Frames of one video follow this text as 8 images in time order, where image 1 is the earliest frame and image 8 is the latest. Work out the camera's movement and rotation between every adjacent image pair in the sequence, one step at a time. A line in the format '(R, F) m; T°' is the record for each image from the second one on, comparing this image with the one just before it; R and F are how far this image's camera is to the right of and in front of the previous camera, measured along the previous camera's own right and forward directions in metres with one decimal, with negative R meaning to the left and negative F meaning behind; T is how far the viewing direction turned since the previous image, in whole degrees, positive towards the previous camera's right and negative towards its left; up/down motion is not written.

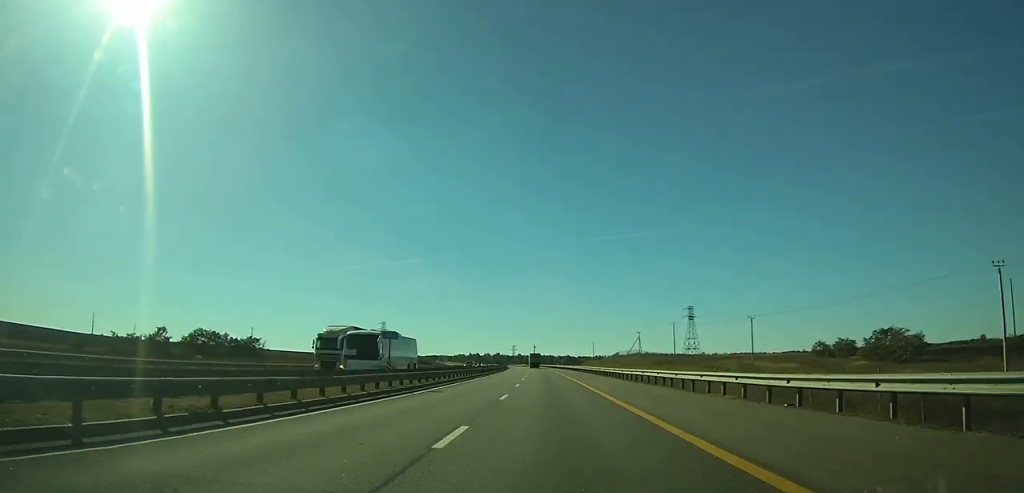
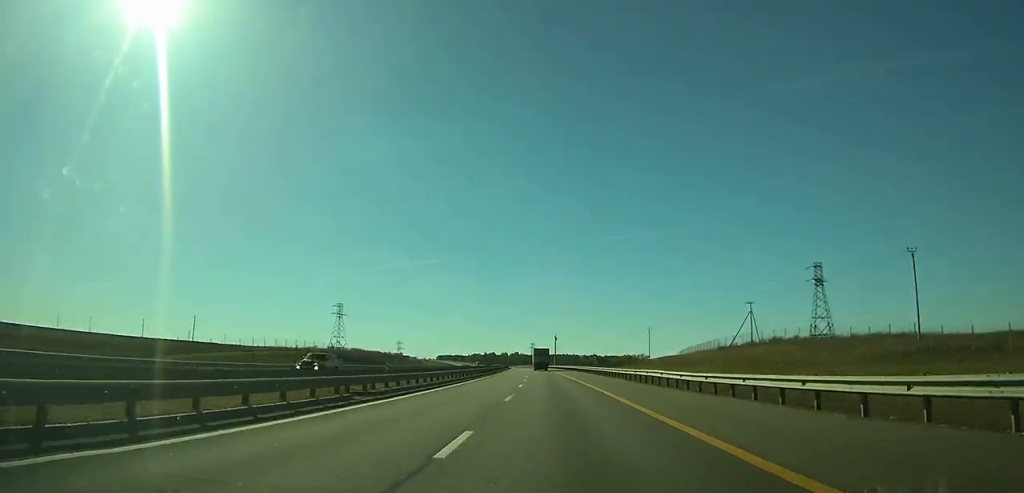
(-2.4, +95.6) m; -2°
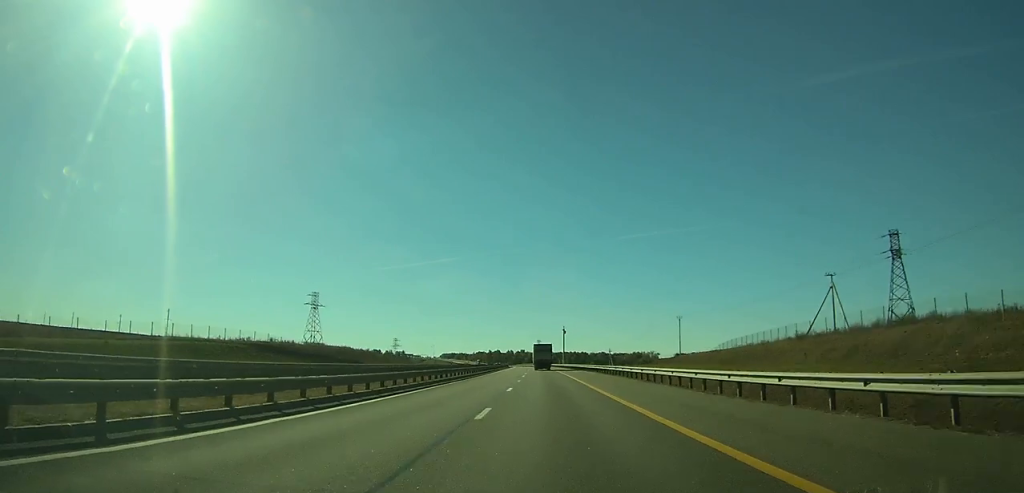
(+0.1, +30.4) m; -1°
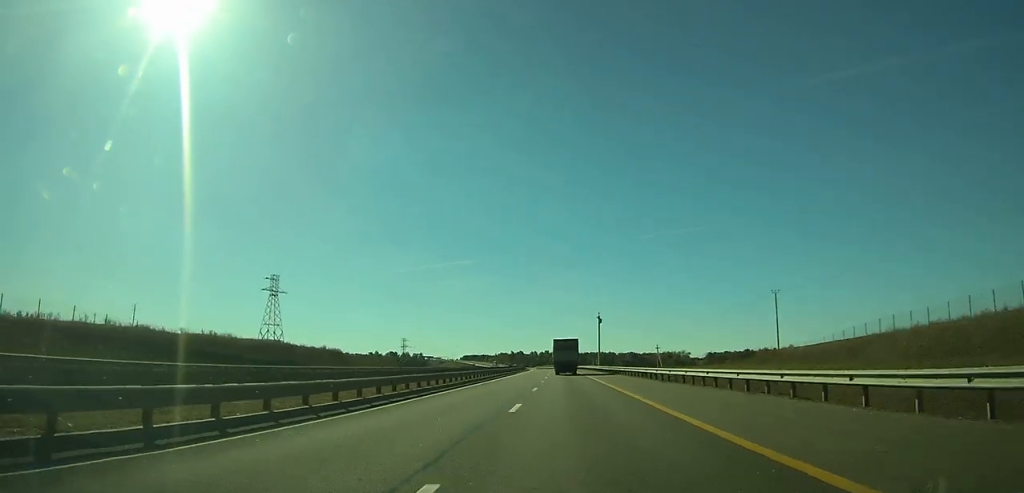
(-0.7, +45.6) m; -1°
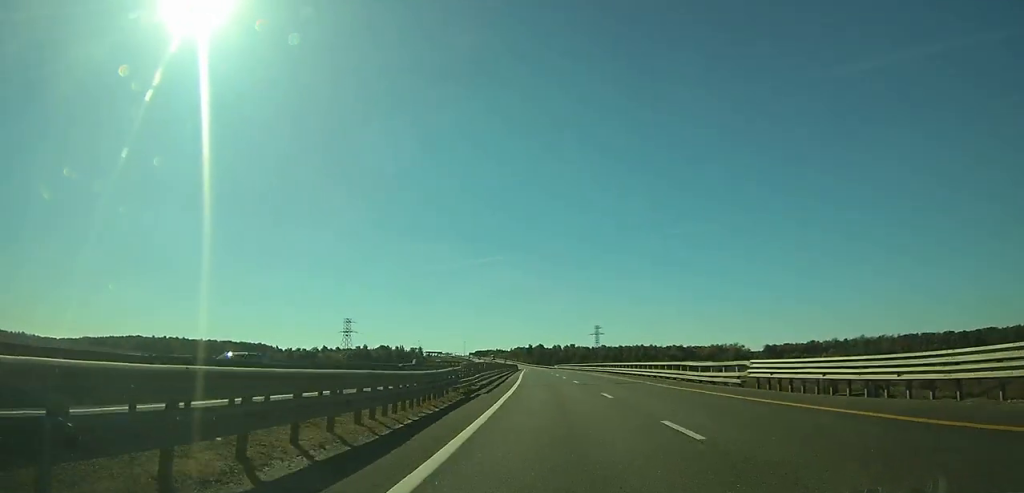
(-4.2, +148.8) m; -3°
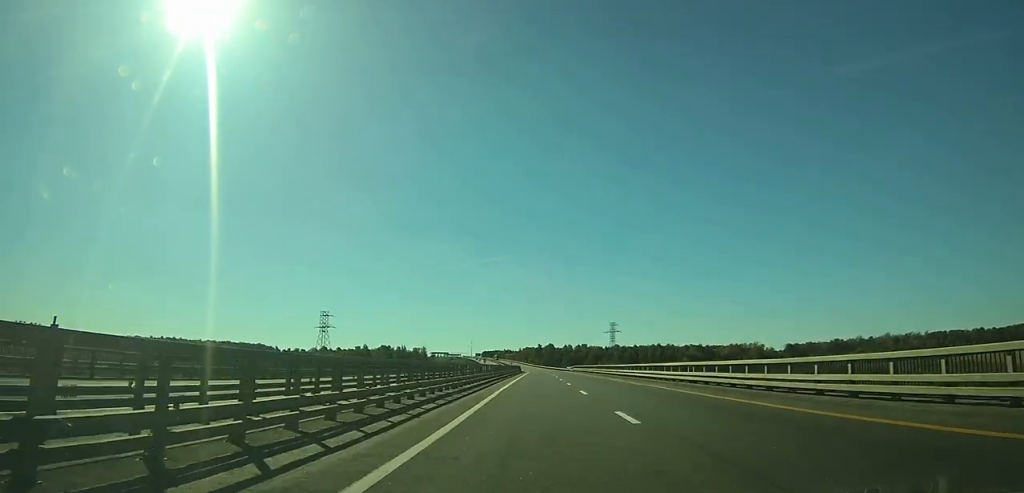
(-0.3, +36.5) m; -1°
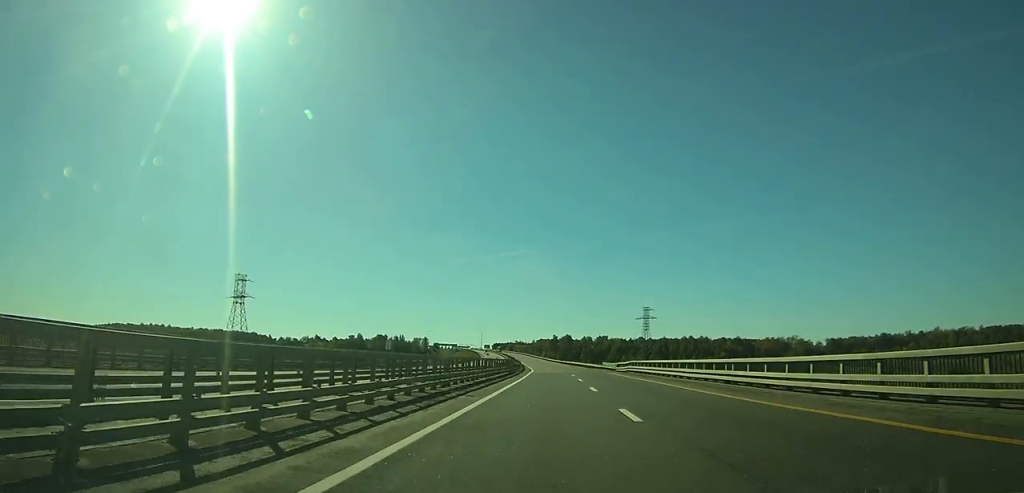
(-0.9, +70.9) m; -1°
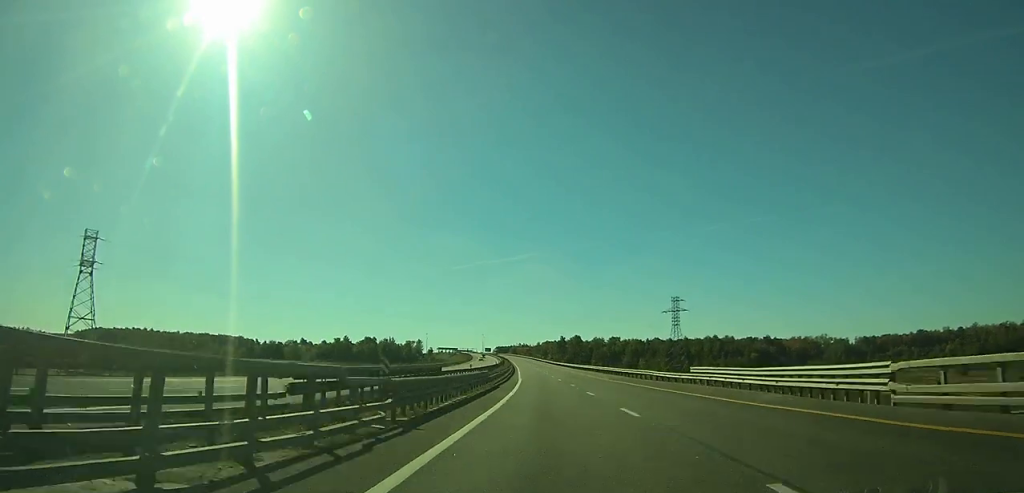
(-0.4, +55.9) m; -1°
